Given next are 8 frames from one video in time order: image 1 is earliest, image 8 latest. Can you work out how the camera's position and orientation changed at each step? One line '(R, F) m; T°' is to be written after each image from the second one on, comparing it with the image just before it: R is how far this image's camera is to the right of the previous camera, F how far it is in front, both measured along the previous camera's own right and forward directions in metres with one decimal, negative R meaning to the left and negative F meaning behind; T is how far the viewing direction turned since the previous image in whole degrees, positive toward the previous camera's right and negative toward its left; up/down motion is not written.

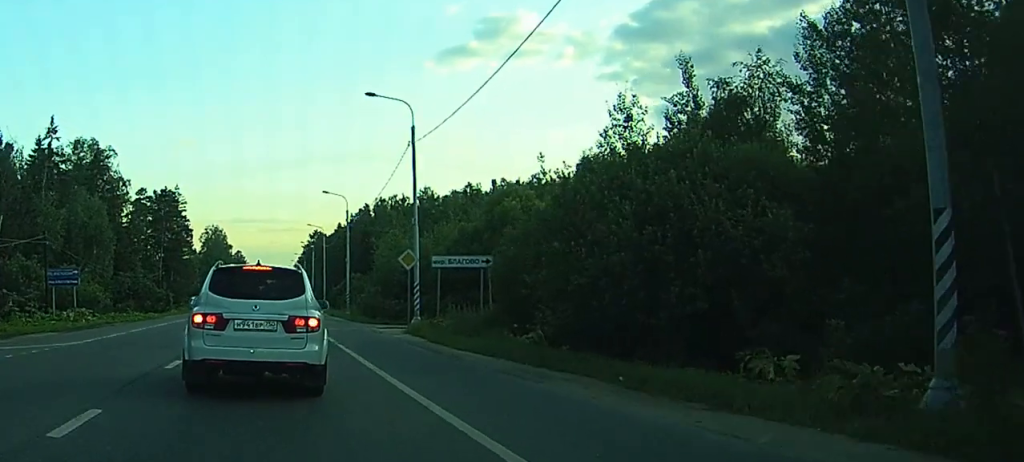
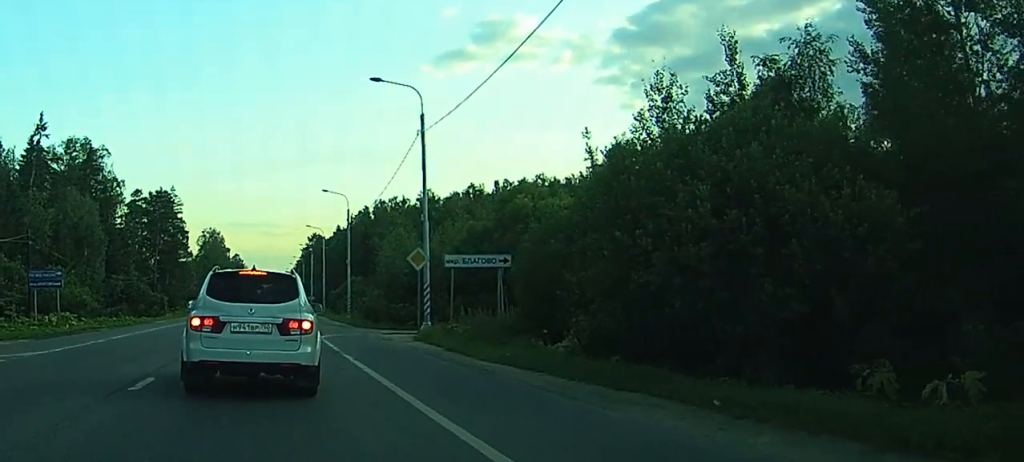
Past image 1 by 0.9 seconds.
(+0.1, +3.4) m; -1°
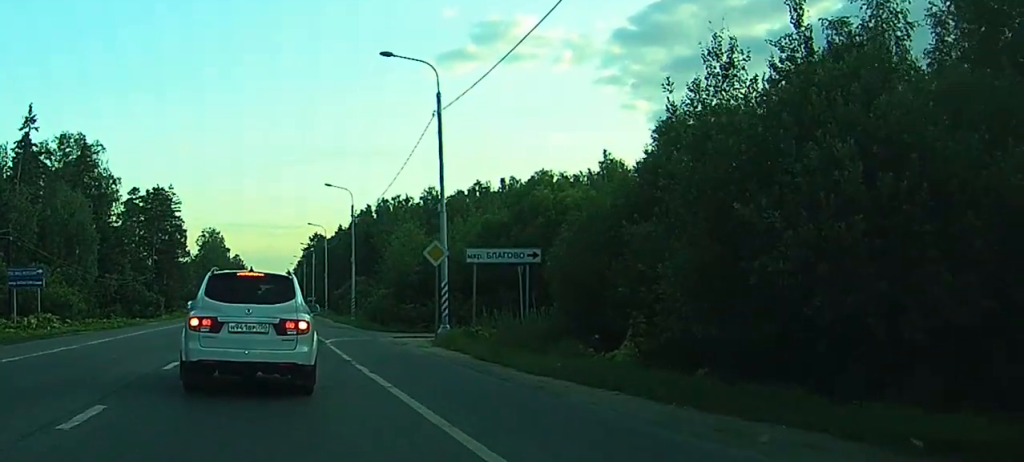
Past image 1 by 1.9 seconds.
(-0.1, +4.0) m; -3°
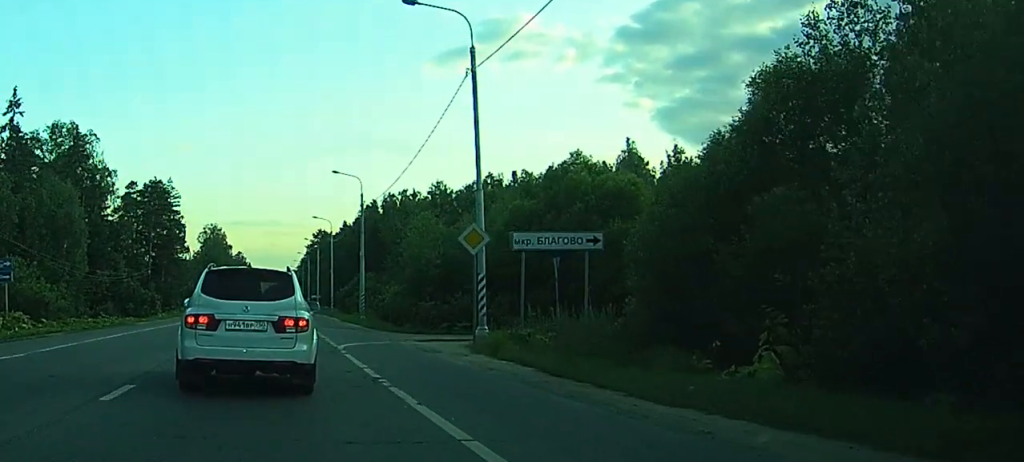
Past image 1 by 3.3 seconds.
(-0.1, +5.8) m; -2°
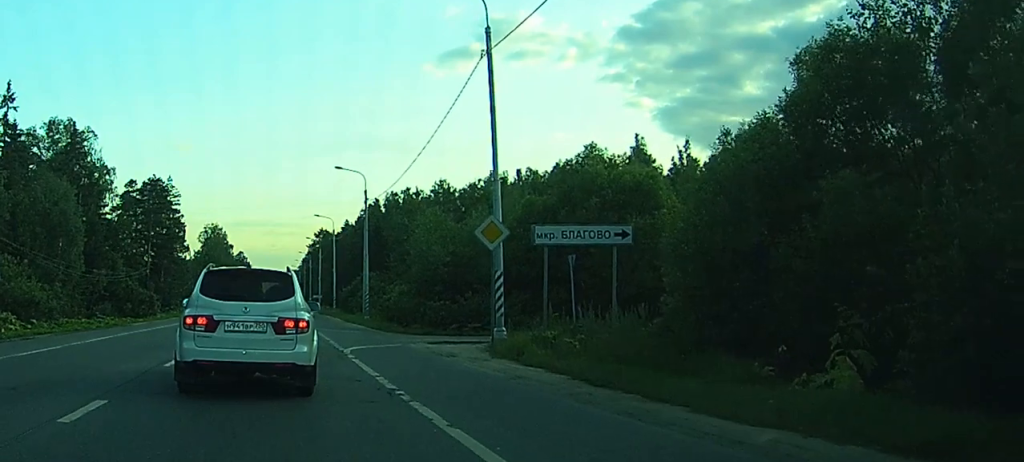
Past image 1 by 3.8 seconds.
(0.0, +2.1) m; 0°
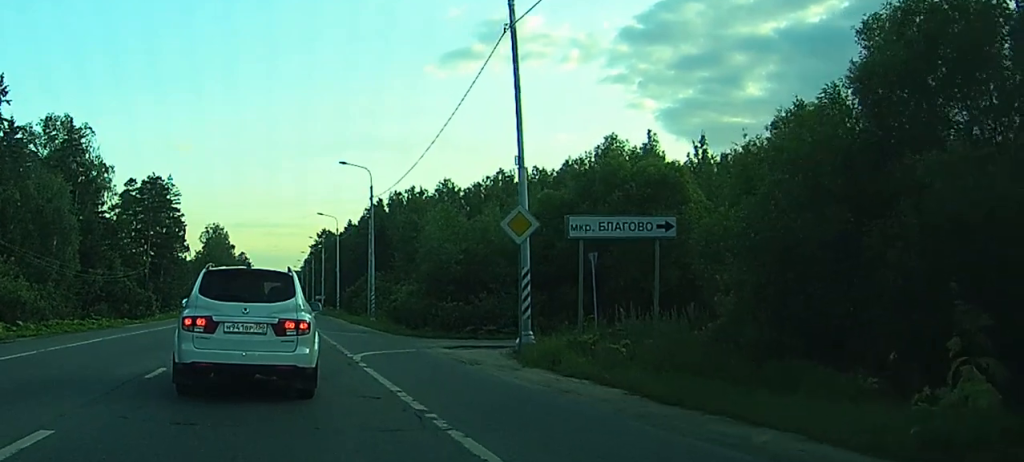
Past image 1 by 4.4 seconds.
(0.0, +2.7) m; 0°
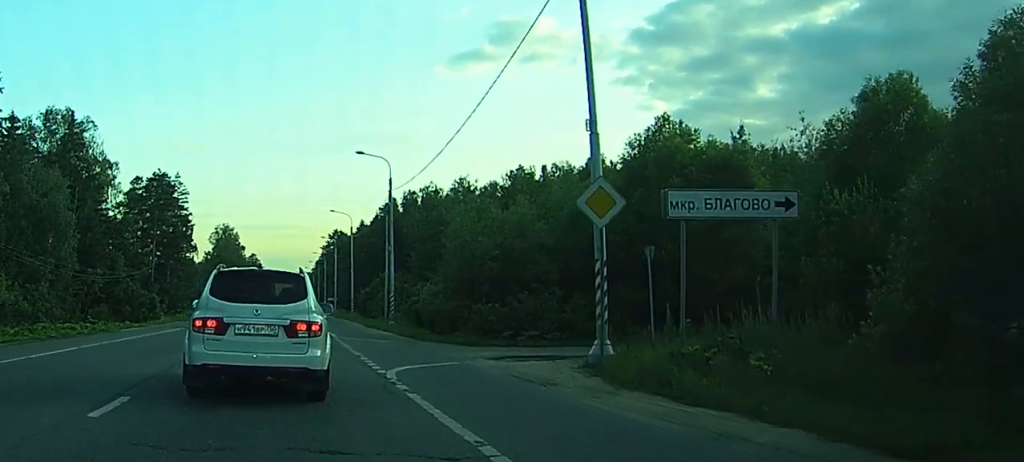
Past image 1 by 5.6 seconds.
(0.0, +5.1) m; -1°
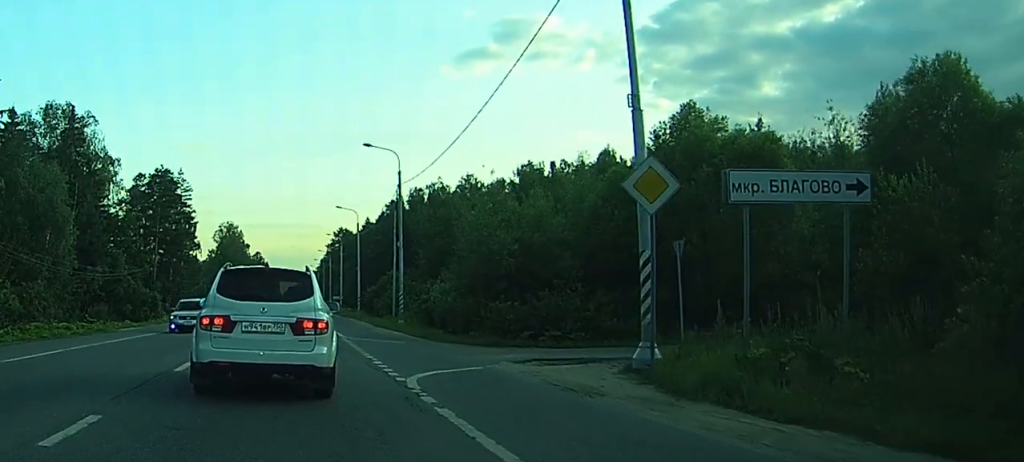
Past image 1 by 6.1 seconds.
(-0.1, +2.2) m; 0°
